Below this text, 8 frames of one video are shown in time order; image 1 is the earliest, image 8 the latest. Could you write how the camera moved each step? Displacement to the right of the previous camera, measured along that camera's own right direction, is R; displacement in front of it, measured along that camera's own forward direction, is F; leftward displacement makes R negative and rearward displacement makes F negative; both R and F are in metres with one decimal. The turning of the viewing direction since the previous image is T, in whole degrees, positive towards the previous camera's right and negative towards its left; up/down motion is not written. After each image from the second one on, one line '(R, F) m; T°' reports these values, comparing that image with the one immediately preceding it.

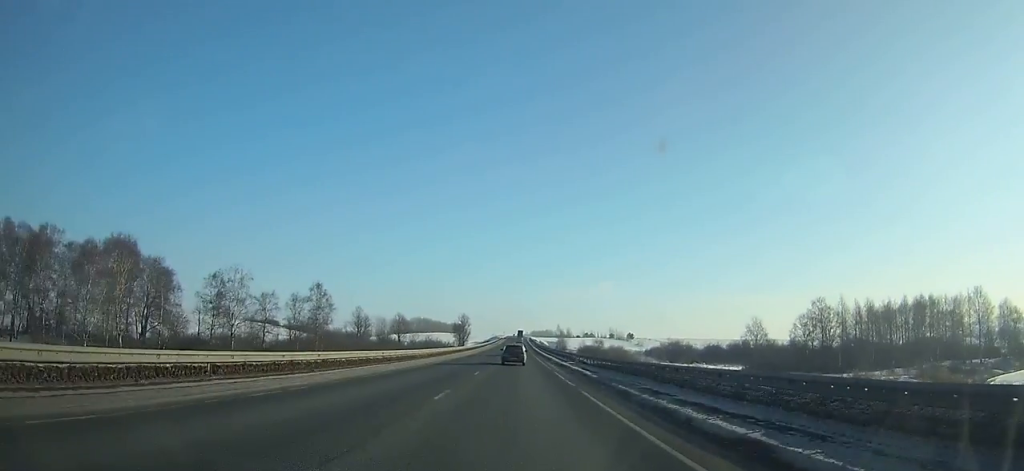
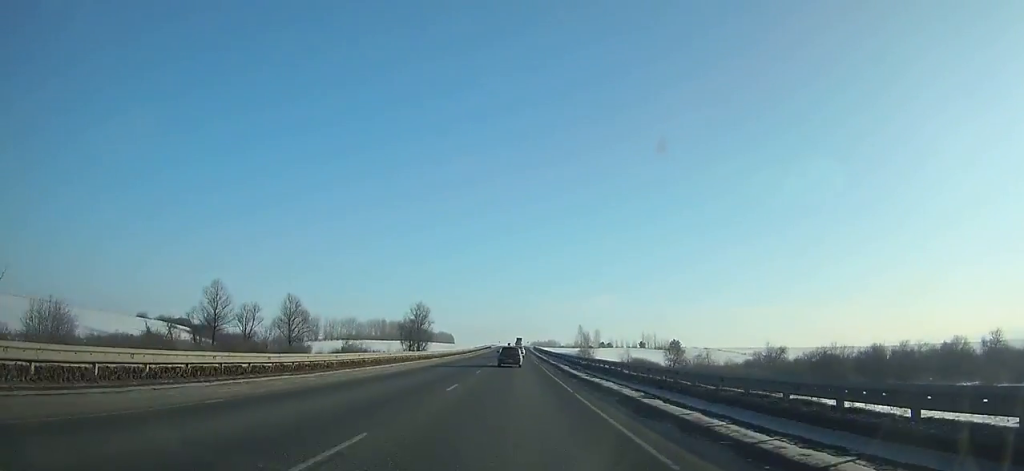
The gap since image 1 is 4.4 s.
(+0.2, +103.9) m; 0°
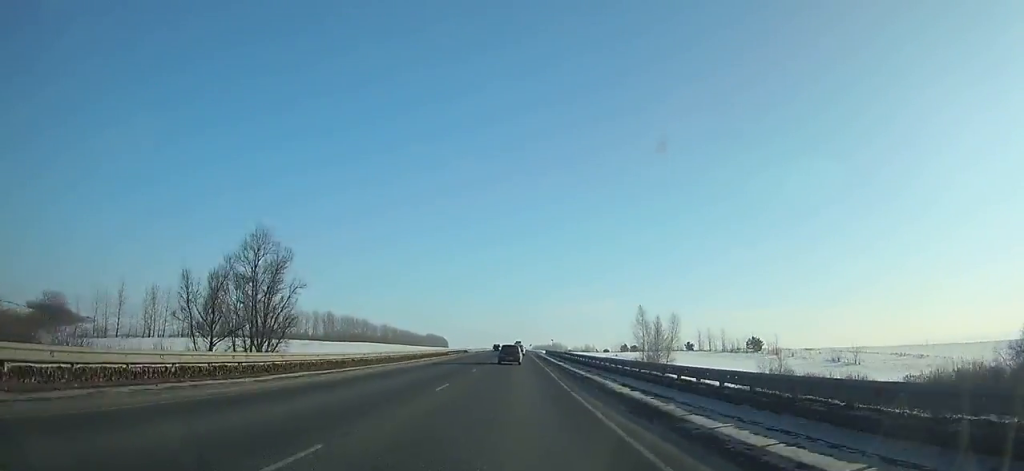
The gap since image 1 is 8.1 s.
(0.0, +86.6) m; 0°
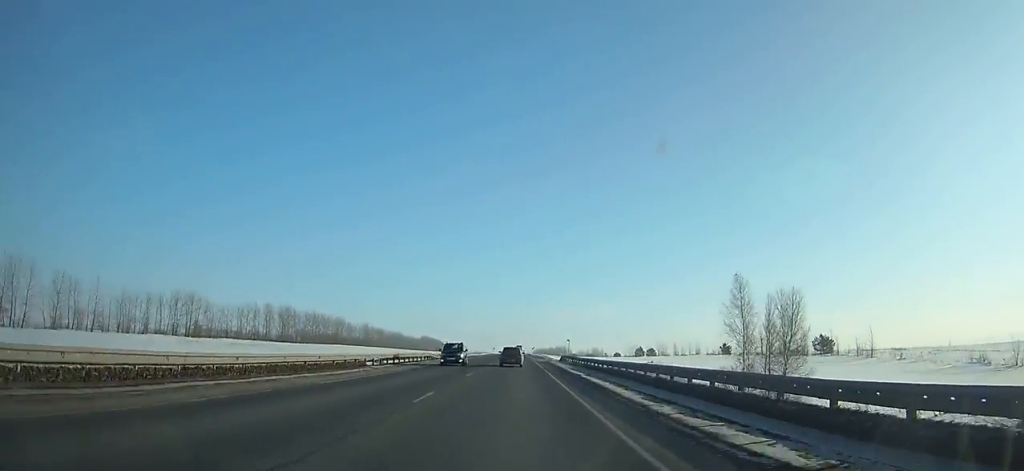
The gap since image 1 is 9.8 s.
(0.0, +39.6) m; 0°
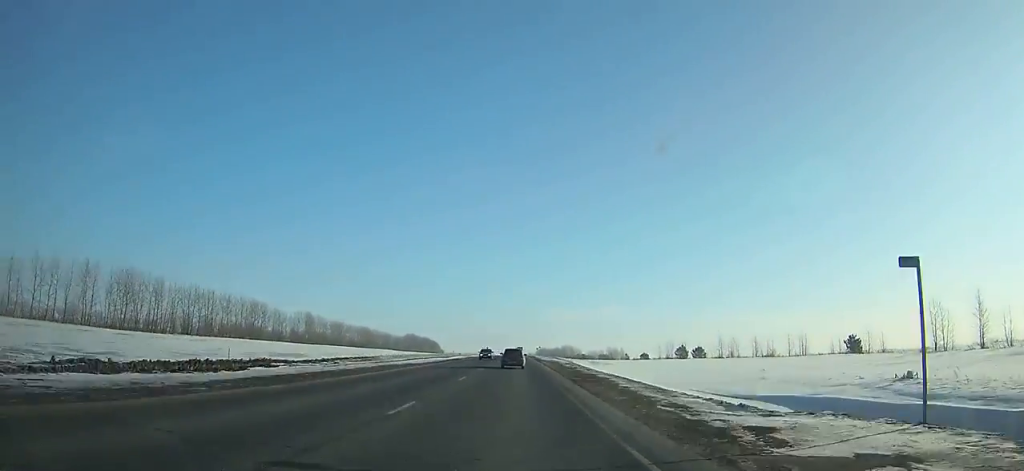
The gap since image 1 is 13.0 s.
(-0.1, +74.5) m; 0°
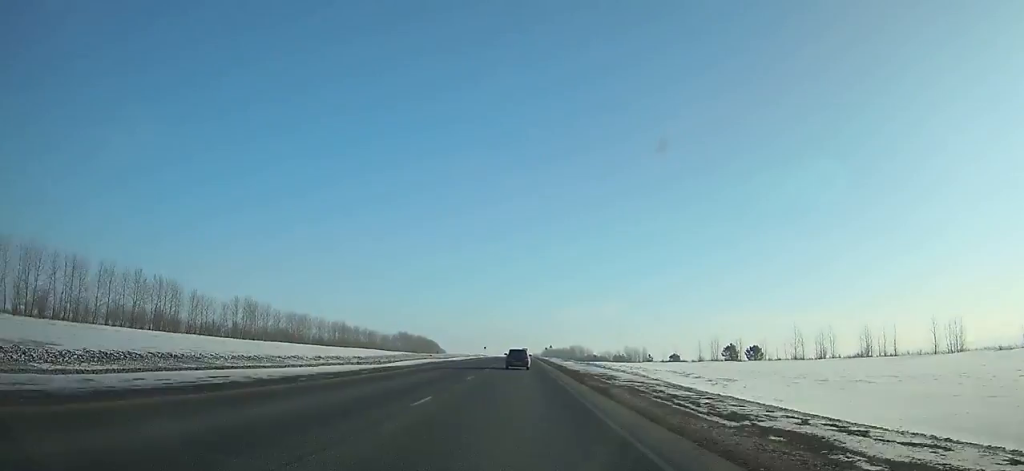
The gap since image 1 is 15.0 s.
(-0.1, +46.5) m; 0°
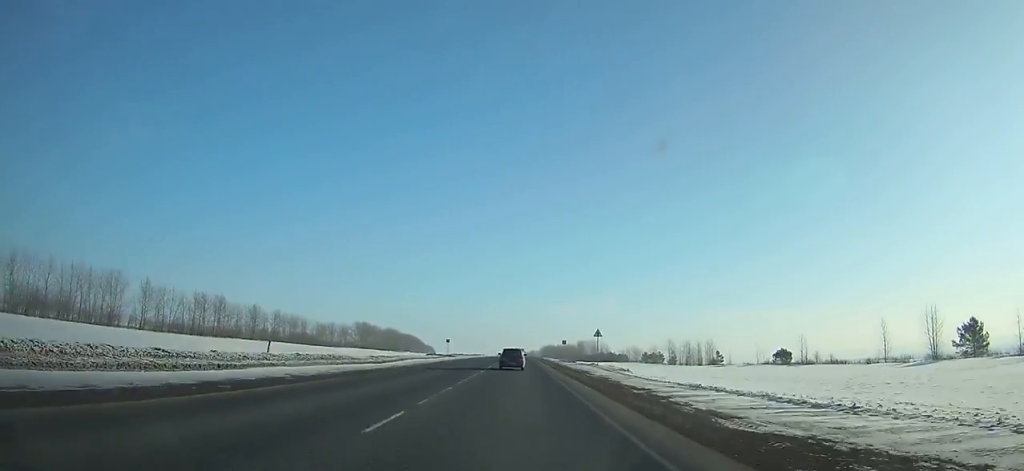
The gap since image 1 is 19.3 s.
(0.0, +100.1) m; 0°
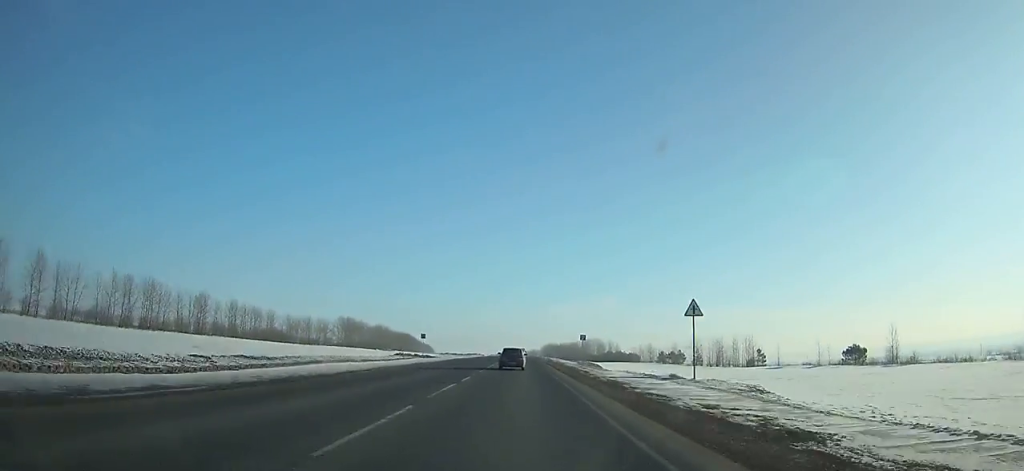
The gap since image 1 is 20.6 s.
(-0.1, +30.4) m; 0°
